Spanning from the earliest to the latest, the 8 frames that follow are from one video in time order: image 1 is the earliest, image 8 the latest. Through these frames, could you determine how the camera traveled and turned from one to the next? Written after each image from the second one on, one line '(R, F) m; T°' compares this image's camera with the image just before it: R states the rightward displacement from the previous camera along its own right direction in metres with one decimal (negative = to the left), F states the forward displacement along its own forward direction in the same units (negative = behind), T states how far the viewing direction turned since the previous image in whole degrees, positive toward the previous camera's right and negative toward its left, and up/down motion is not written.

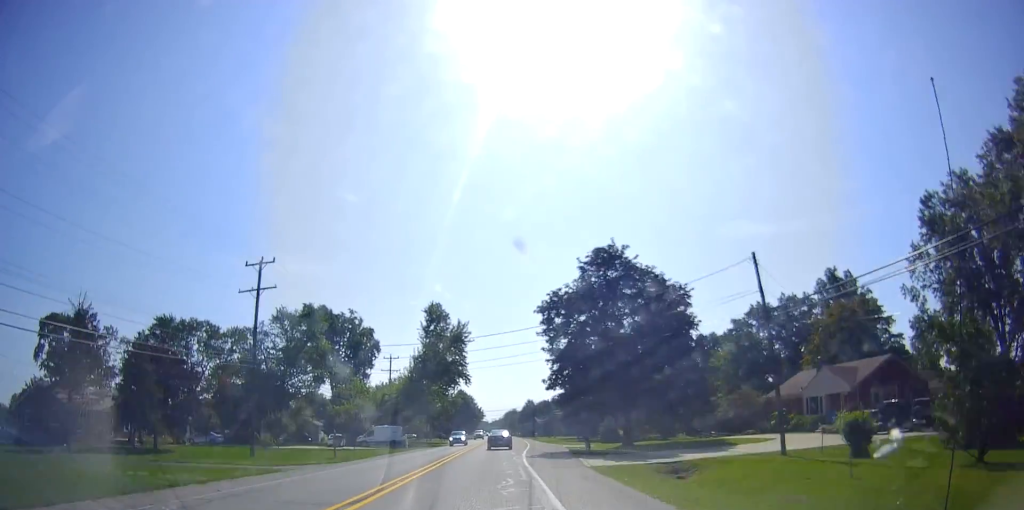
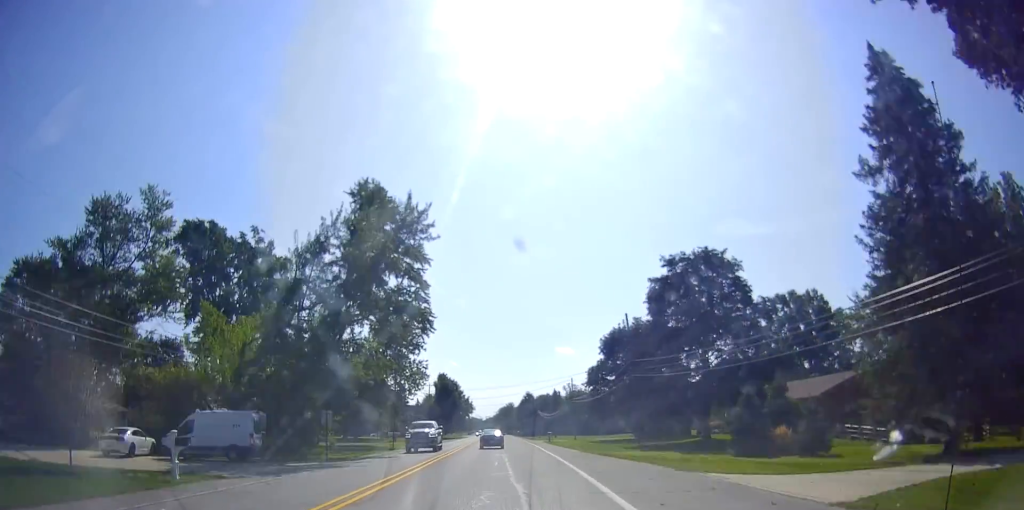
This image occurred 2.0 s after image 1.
(+1.0, +41.8) m; 0°
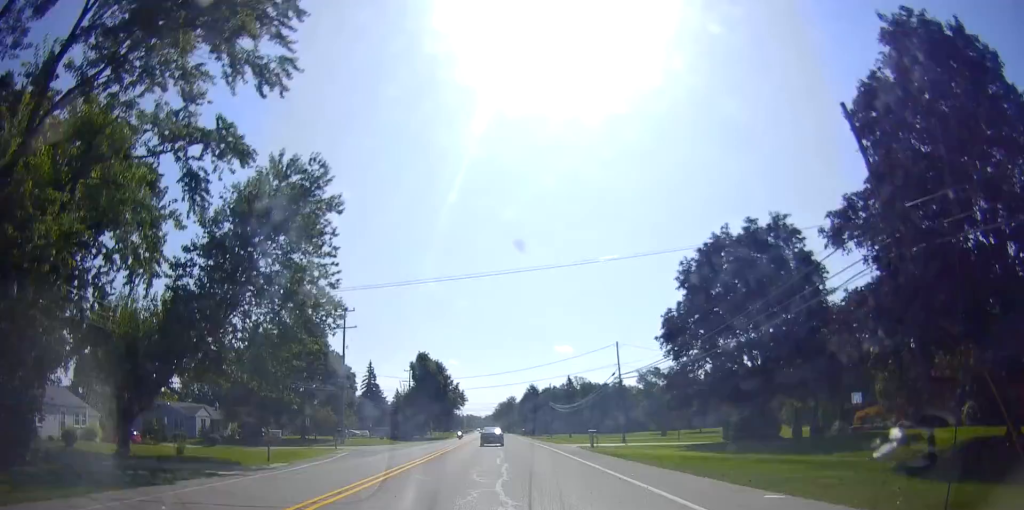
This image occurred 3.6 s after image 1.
(-0.3, +33.0) m; +1°
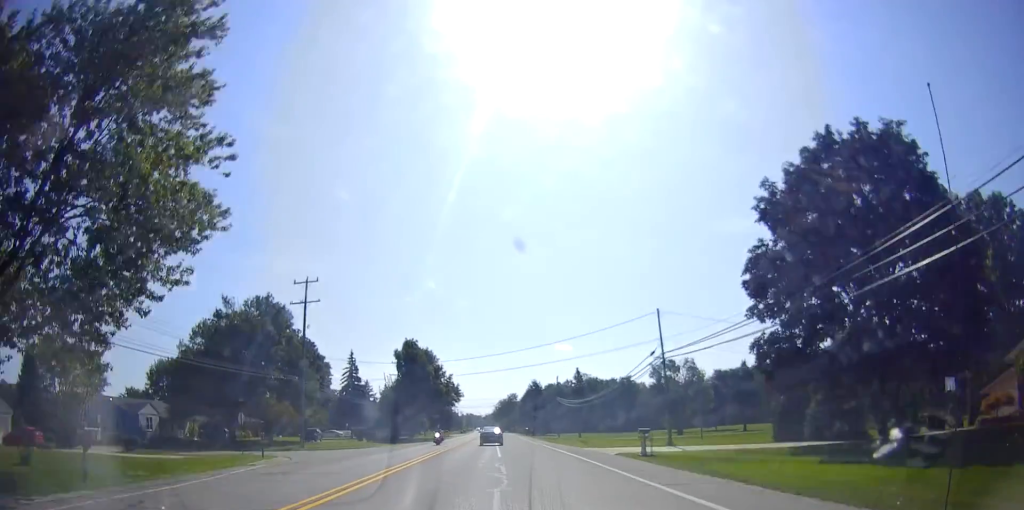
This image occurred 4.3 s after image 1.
(0.0, +13.8) m; 0°
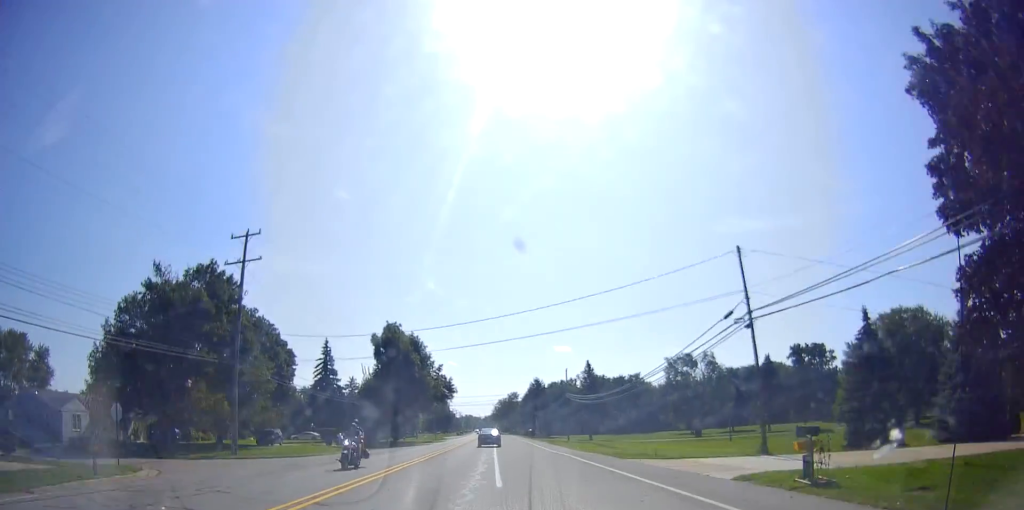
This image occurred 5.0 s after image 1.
(0.0, +13.9) m; 0°
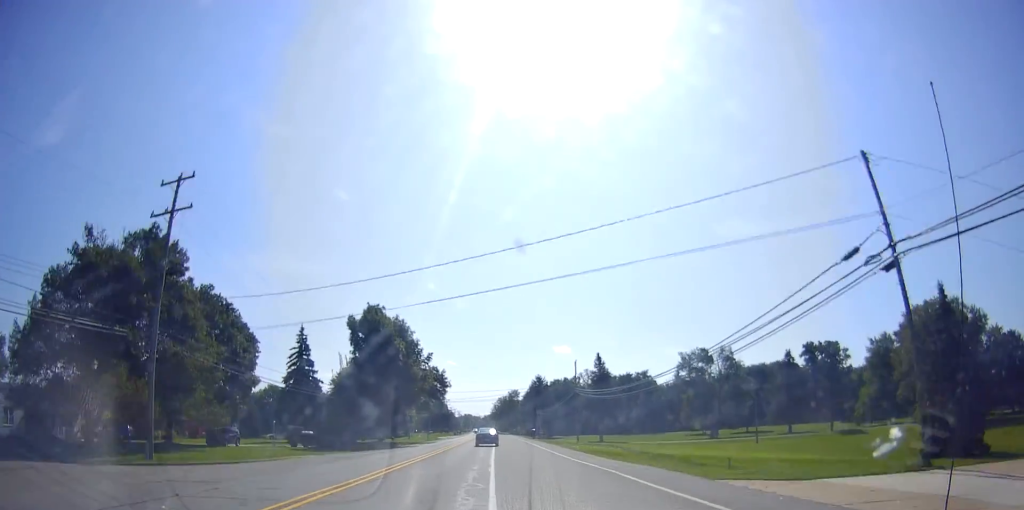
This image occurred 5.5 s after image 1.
(+0.1, +10.6) m; -1°
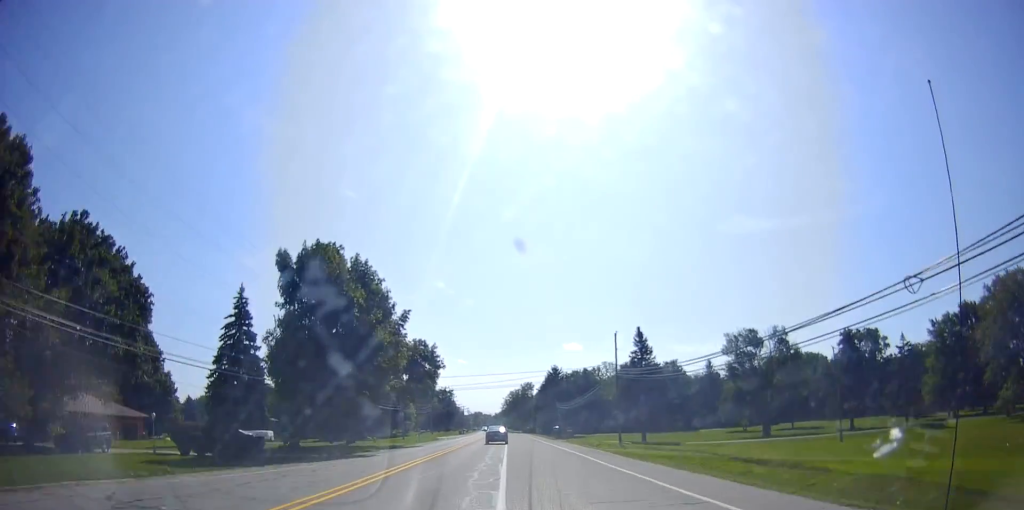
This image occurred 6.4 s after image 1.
(-0.3, +20.4) m; -1°
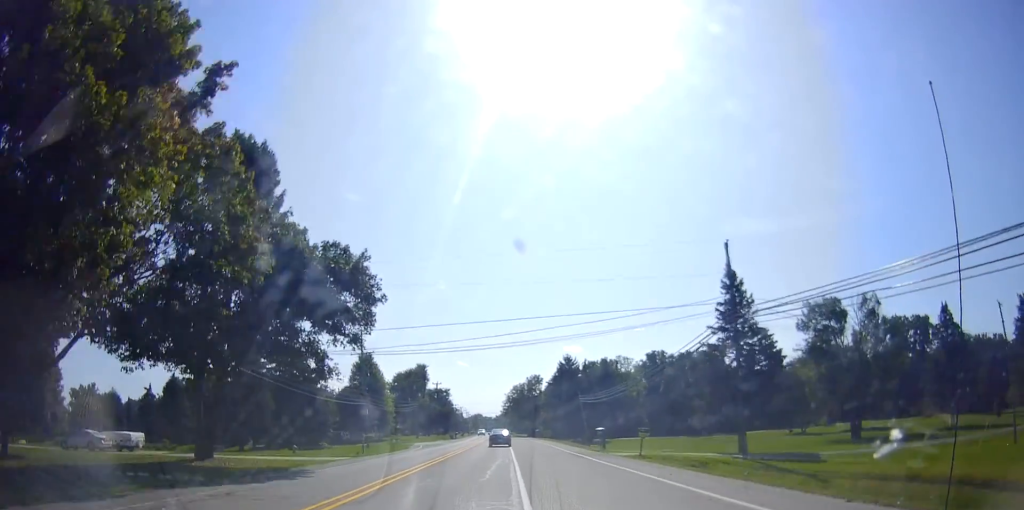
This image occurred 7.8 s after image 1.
(0.0, +28.0) m; 0°
